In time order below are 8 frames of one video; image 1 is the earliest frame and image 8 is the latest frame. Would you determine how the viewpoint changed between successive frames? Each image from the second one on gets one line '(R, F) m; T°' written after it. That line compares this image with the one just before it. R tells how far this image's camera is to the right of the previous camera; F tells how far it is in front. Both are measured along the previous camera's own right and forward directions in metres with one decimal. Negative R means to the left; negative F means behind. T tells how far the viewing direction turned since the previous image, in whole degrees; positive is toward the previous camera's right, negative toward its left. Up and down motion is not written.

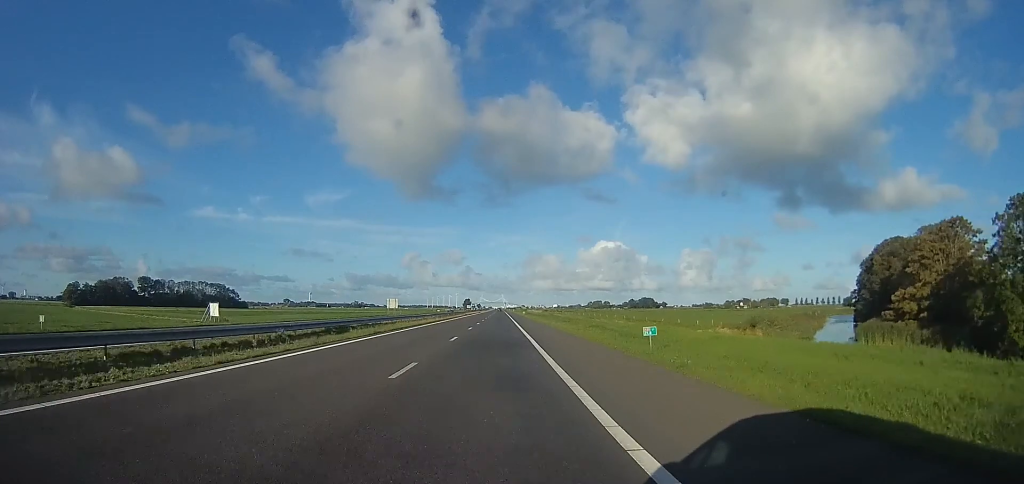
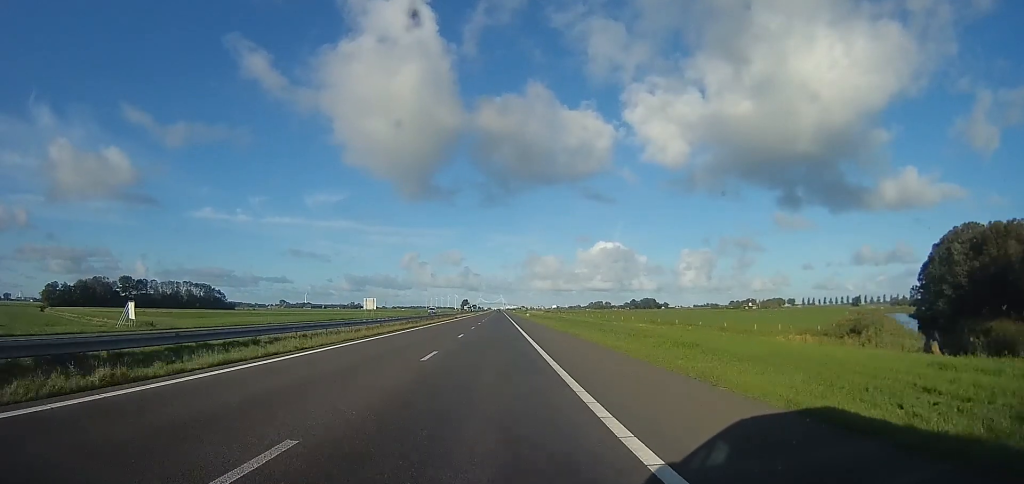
(0.0, +20.0) m; 0°
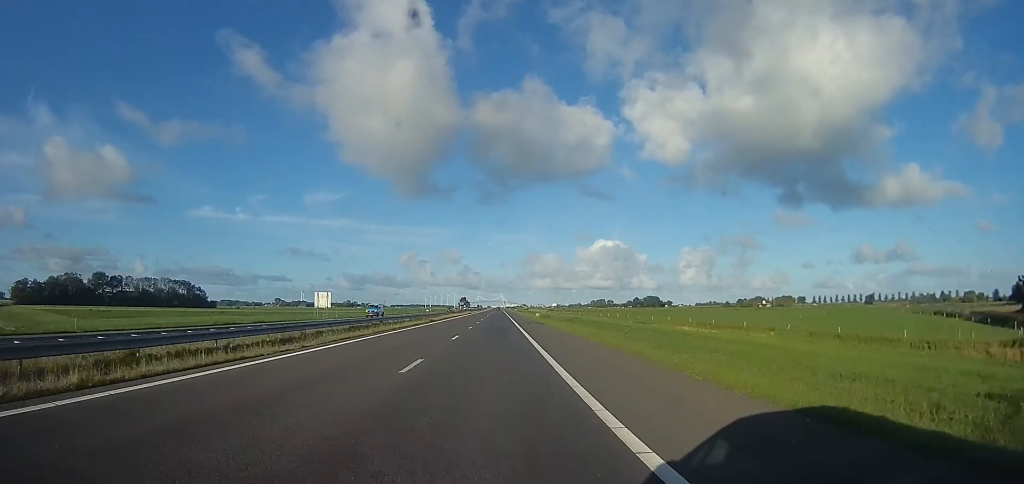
(0.0, +26.9) m; 0°
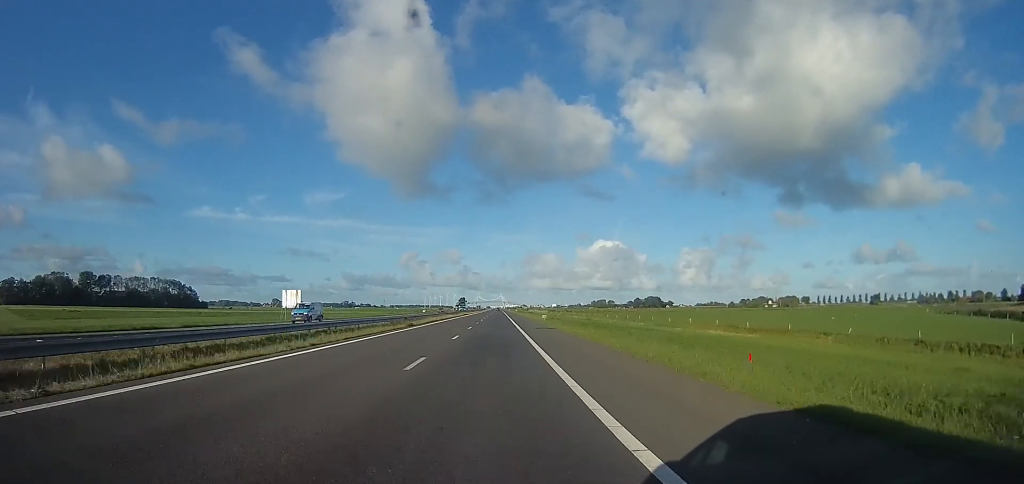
(0.0, +11.3) m; 0°
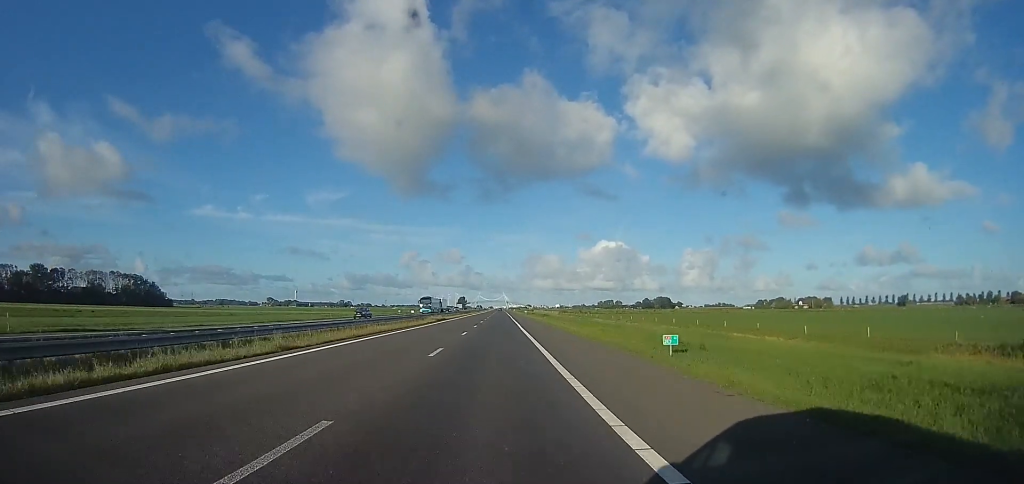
(0.0, +44.3) m; 0°
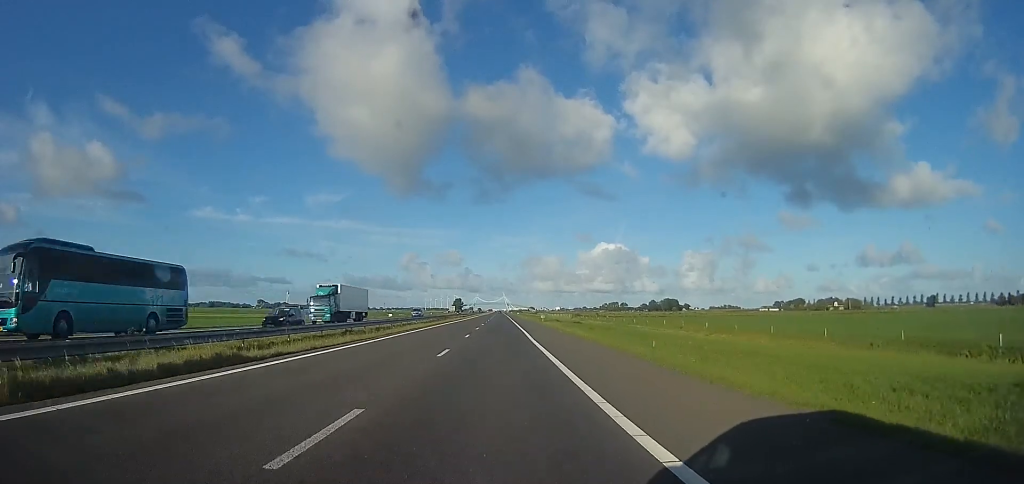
(0.0, +46.9) m; 0°
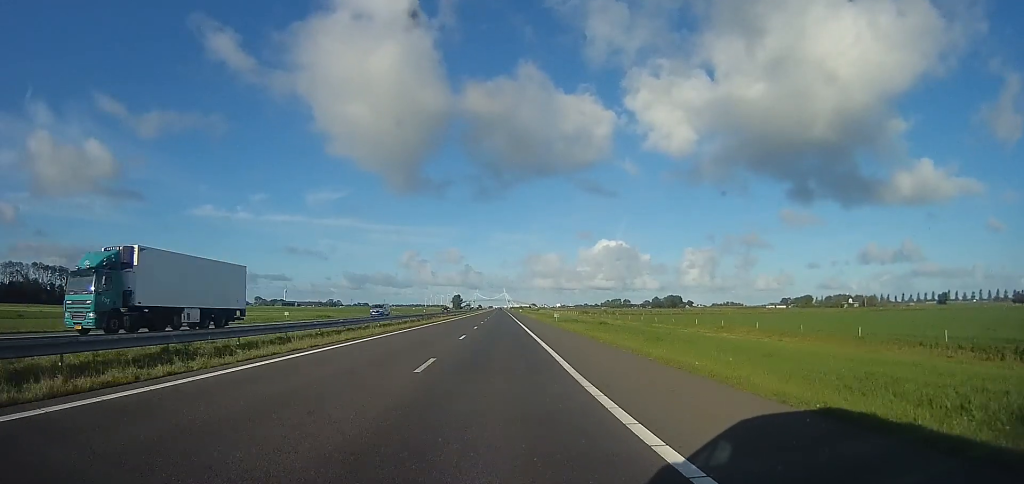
(0.0, +16.5) m; 0°
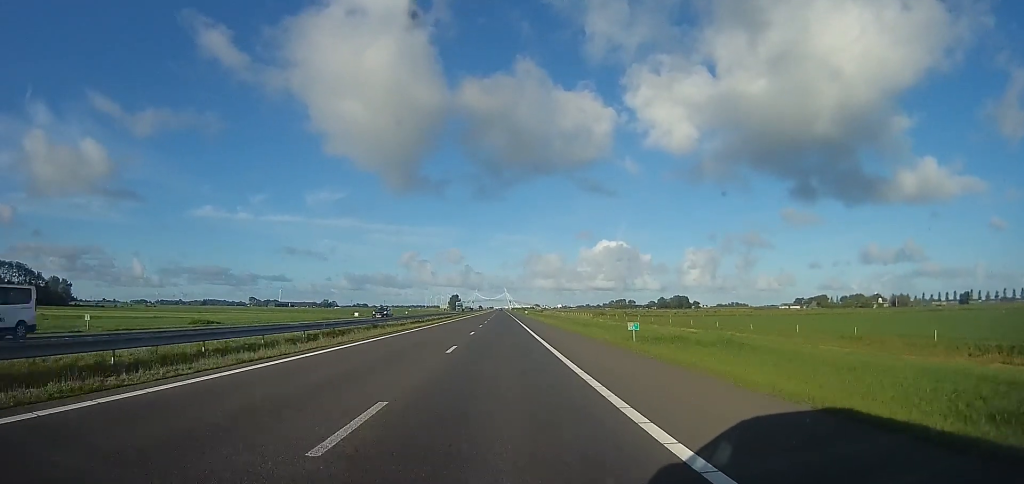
(0.0, +30.4) m; 0°
